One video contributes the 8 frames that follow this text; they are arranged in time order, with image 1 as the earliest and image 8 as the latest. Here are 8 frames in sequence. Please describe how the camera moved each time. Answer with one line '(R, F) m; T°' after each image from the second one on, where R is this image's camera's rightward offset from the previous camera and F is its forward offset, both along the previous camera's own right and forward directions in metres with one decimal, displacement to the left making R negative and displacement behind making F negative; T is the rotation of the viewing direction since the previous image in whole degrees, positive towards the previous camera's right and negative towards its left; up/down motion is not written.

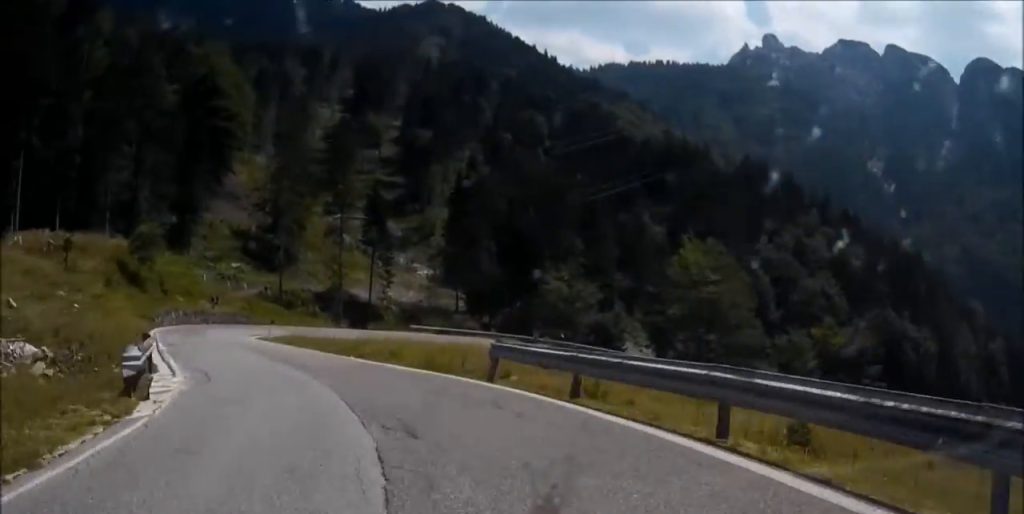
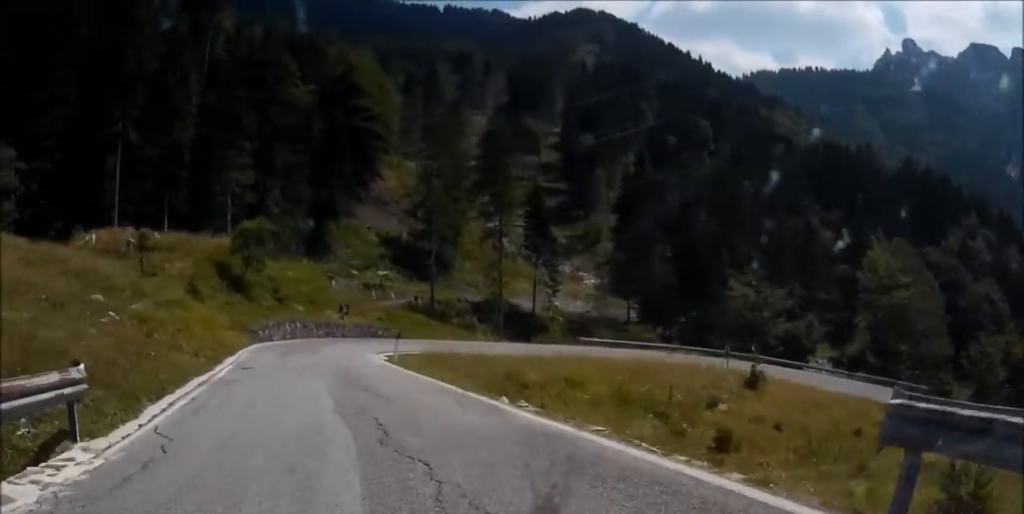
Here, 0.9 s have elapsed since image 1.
(-0.3, +8.5) m; -3°
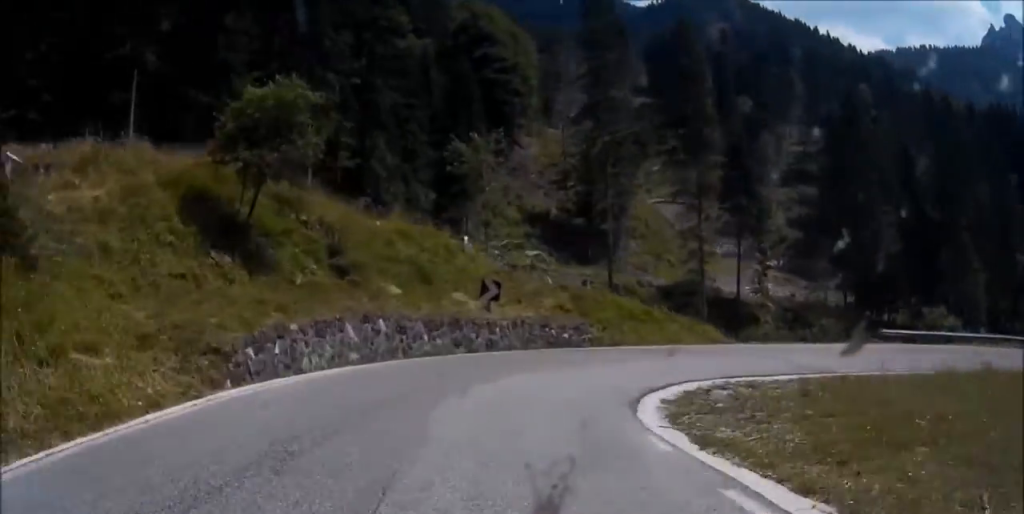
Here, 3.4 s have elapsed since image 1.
(-1.4, +22.7) m; +1°
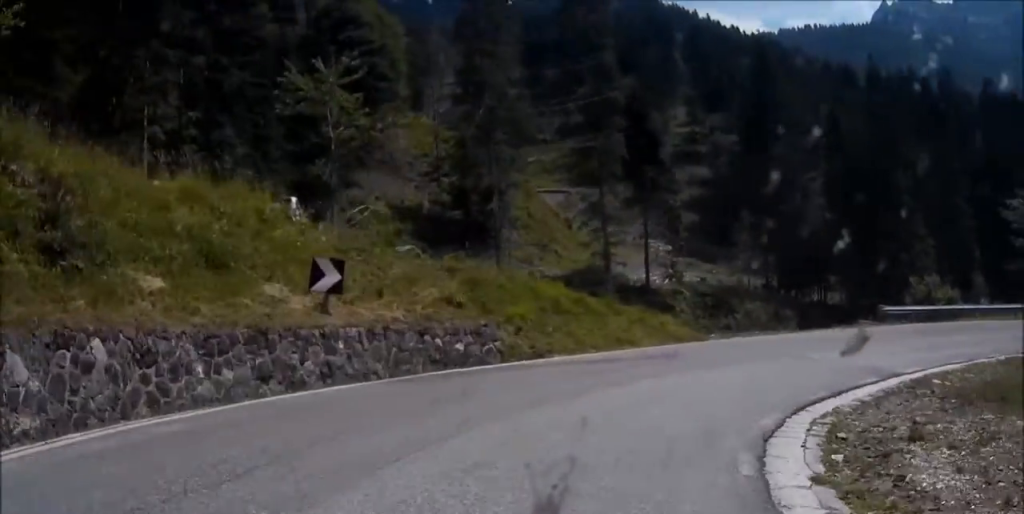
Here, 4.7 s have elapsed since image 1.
(+0.3, +9.5) m; +13°
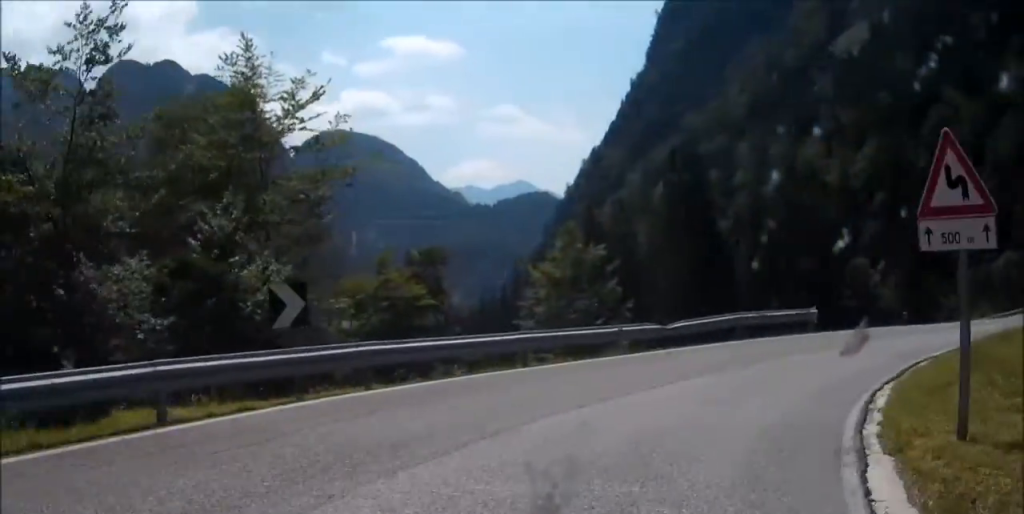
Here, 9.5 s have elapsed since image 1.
(+19.5, +17.6) m; +101°
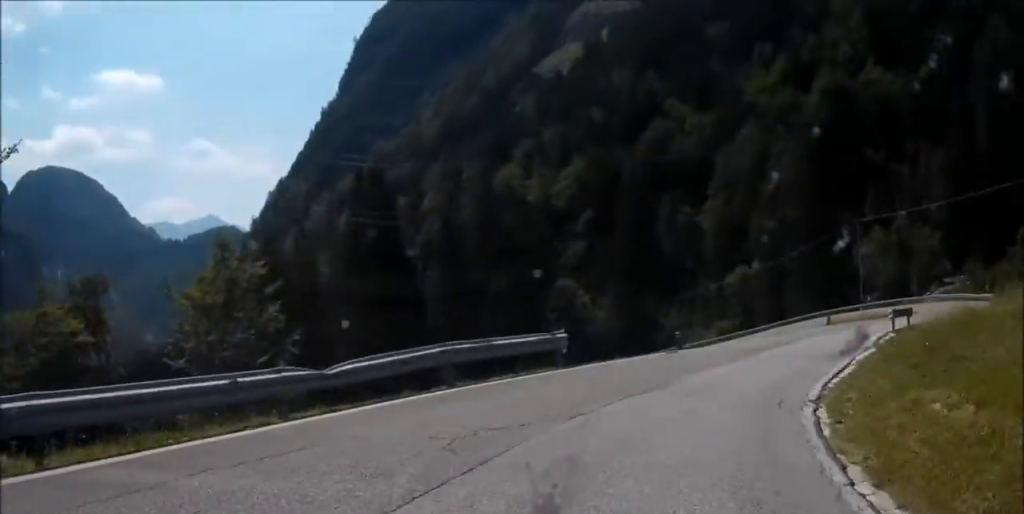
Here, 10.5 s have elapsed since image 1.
(+1.3, +7.2) m; +16°
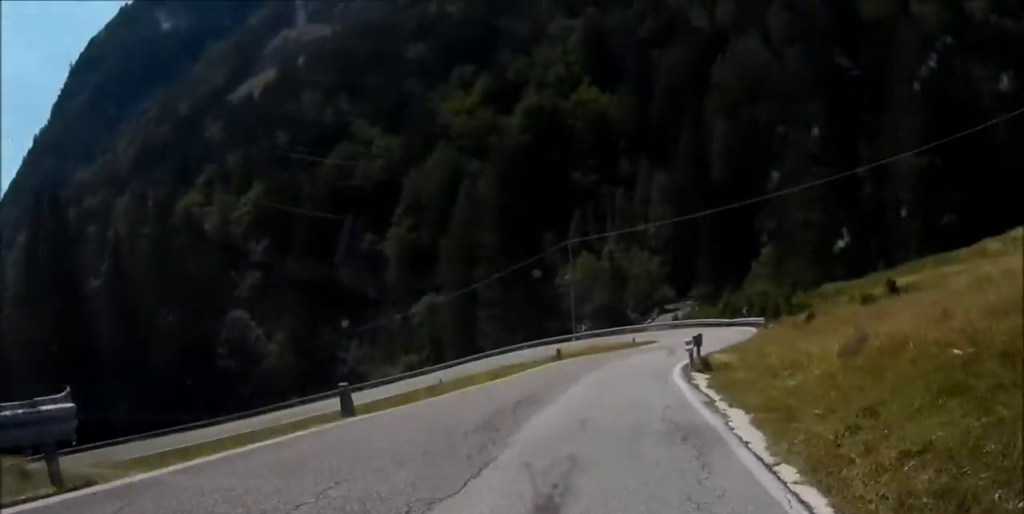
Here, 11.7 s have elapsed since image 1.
(+2.0, +9.2) m; +10°
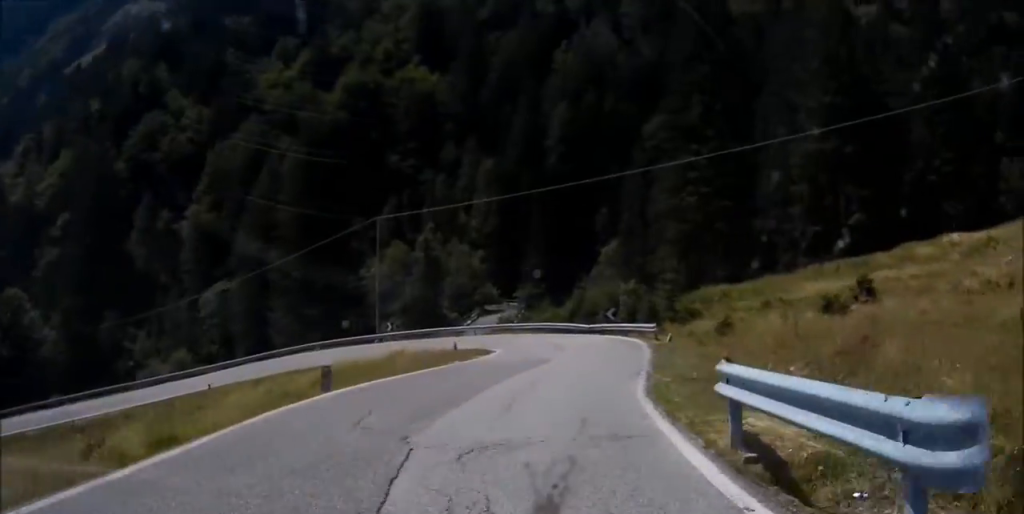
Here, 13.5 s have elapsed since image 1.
(+0.6, +14.0) m; +7°
